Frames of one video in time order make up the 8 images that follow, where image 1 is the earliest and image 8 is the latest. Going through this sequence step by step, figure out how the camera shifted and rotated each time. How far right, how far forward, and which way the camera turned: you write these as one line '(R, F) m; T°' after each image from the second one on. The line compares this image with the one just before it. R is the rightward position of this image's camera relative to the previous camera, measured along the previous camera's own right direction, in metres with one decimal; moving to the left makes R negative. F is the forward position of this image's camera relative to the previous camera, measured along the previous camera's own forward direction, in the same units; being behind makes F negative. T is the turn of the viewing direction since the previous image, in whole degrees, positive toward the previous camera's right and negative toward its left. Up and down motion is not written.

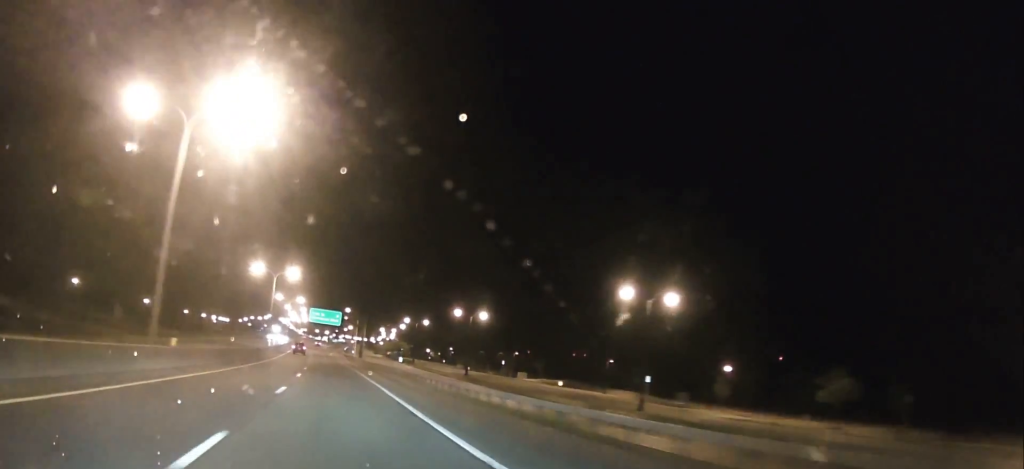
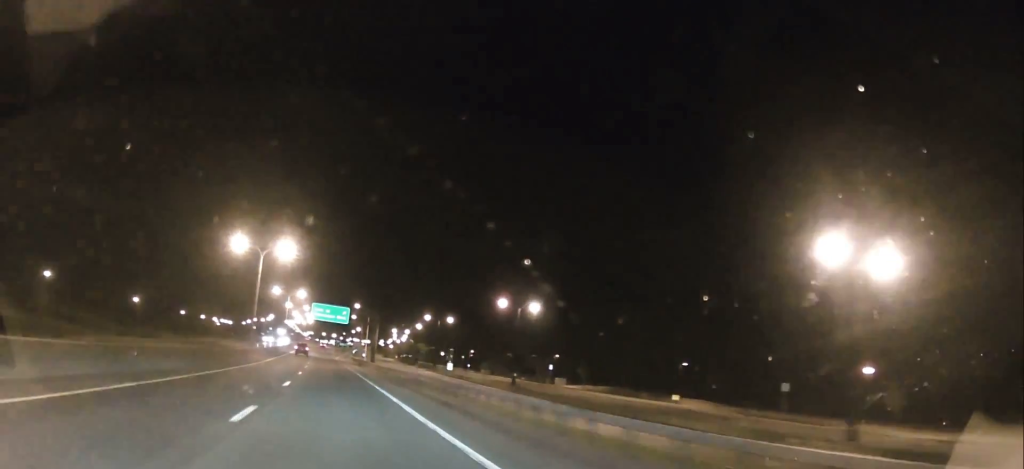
(-0.3, +20.1) m; 0°
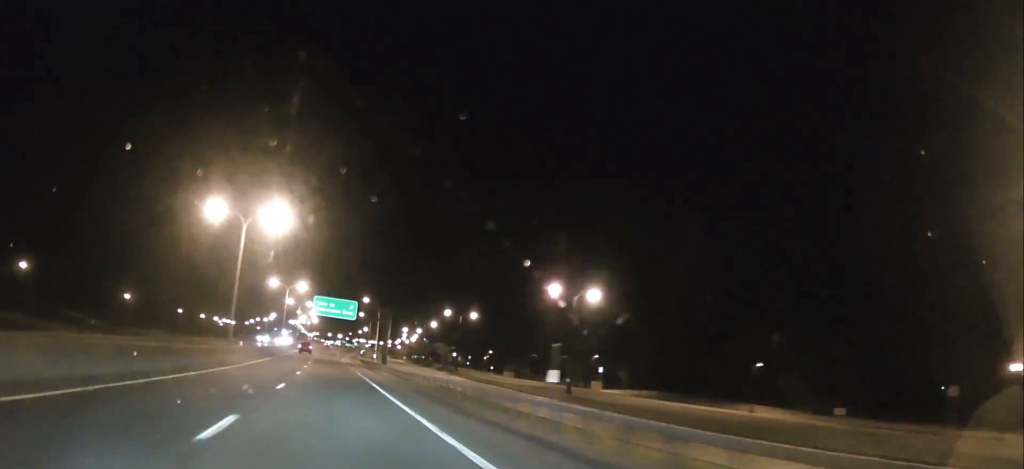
(+0.3, +14.5) m; 0°
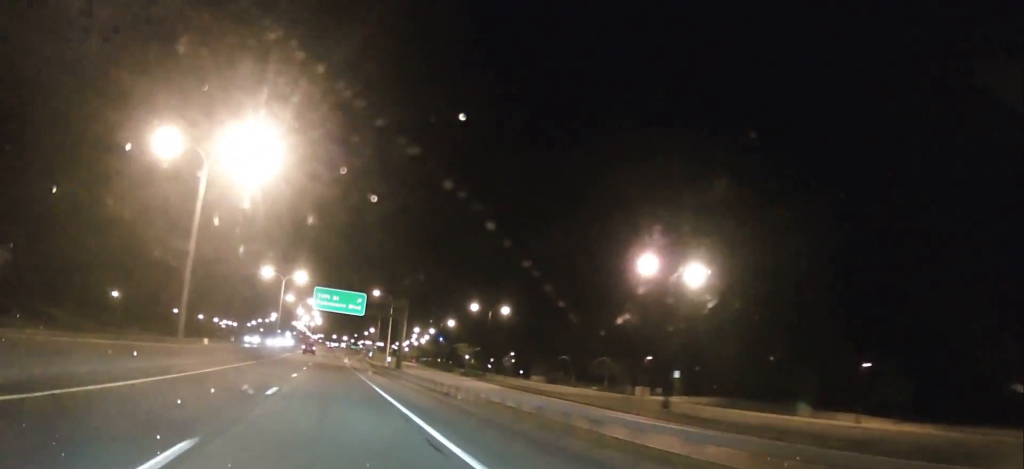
(0.0, +15.3) m; 0°
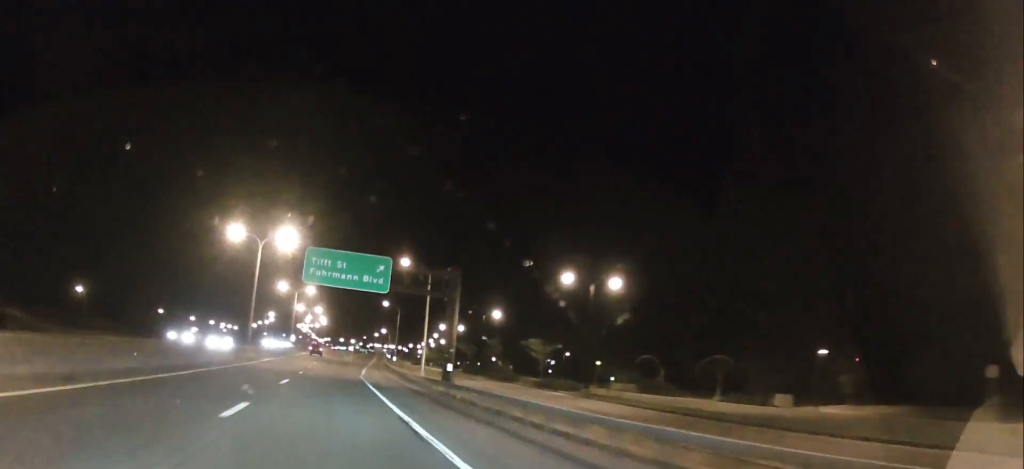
(-0.4, +30.6) m; -2°
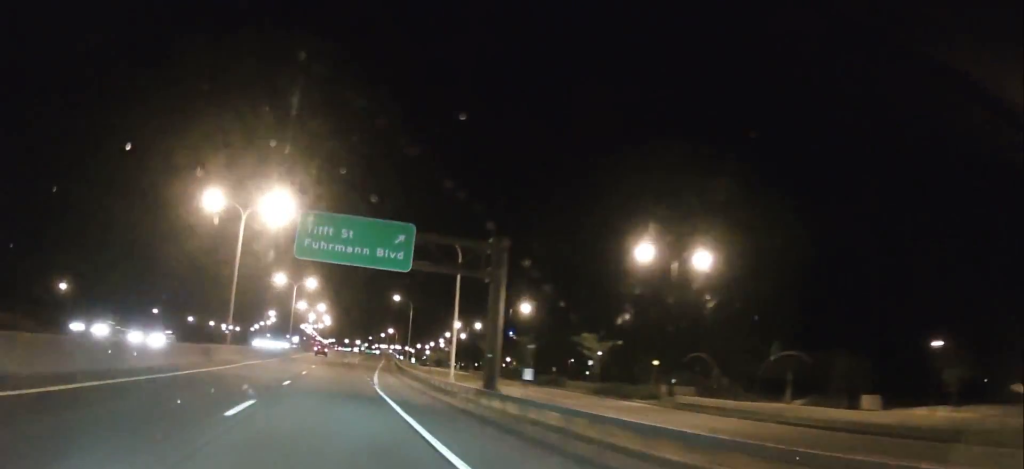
(0.0, +12.0) m; -1°
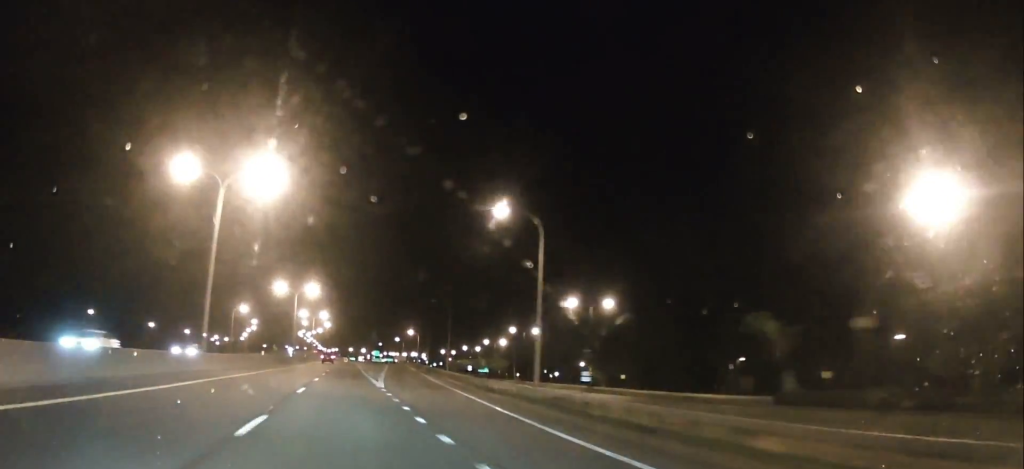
(-0.4, +59.2) m; 0°
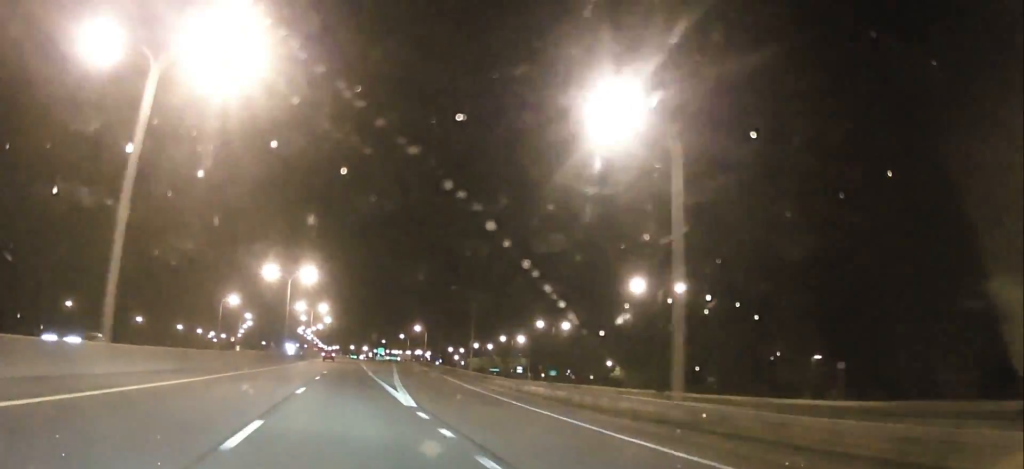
(+0.1, +14.2) m; 0°
